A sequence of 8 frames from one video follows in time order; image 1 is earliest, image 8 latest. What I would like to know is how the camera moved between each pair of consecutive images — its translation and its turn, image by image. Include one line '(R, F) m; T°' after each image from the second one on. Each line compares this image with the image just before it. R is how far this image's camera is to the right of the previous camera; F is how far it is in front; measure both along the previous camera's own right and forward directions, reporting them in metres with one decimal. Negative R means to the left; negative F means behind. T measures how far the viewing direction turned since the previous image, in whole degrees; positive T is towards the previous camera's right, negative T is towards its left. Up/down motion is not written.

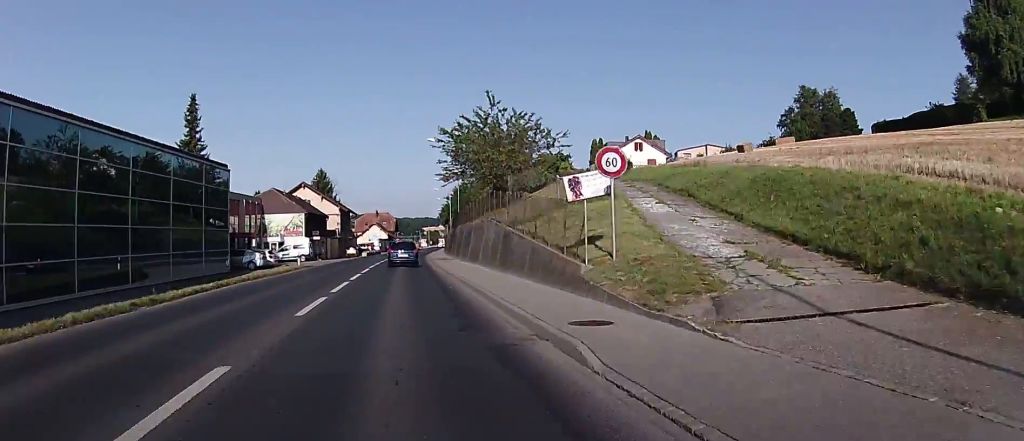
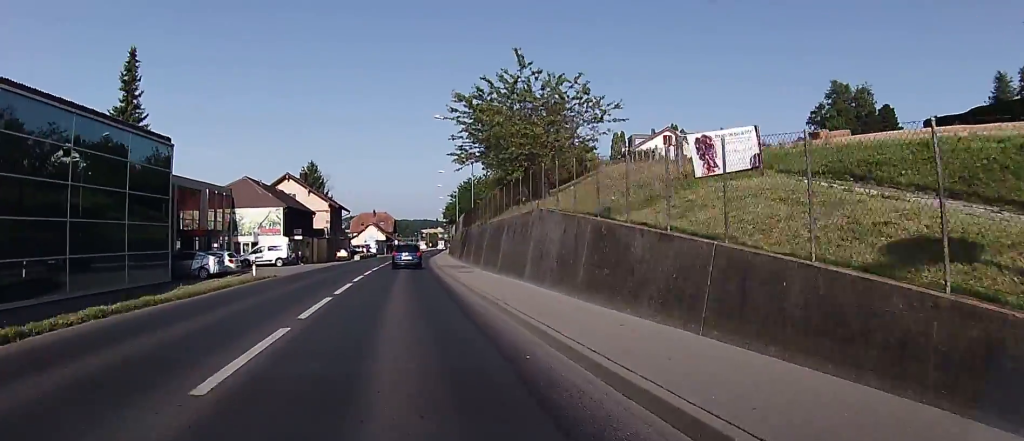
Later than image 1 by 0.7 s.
(+0.1, +11.9) m; +1°
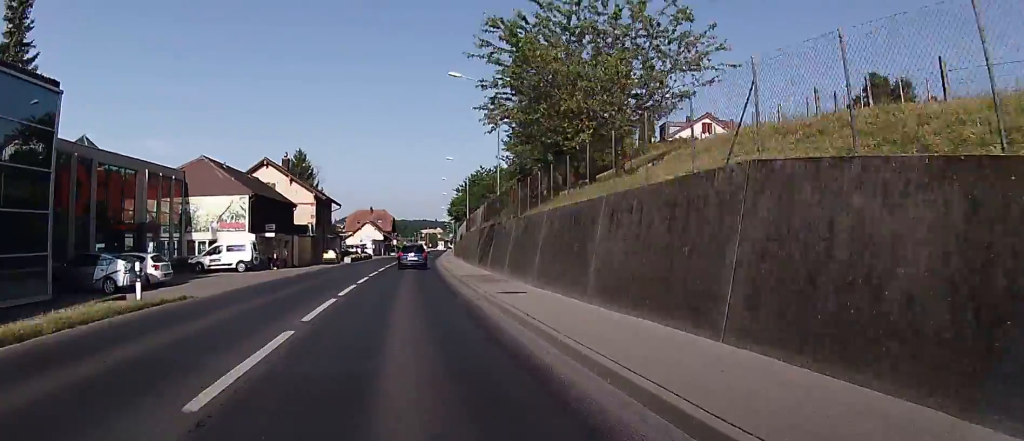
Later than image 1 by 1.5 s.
(+0.2, +12.5) m; +1°
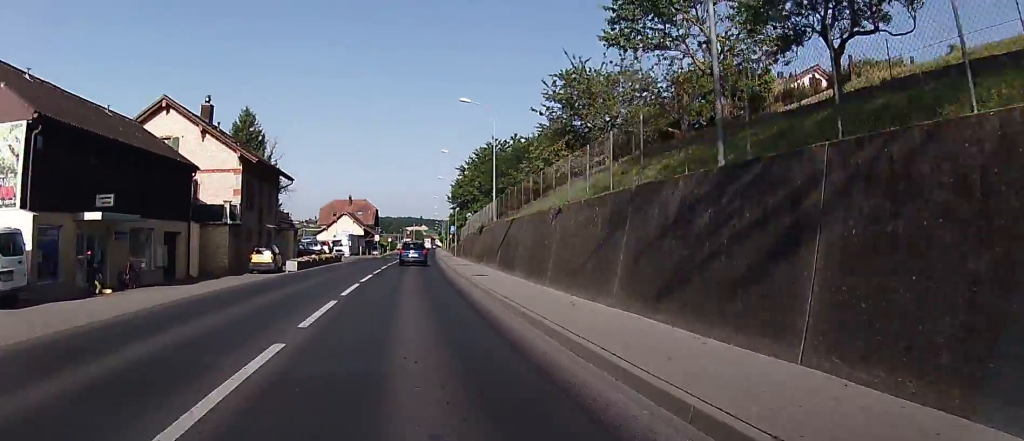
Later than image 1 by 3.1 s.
(0.0, +25.5) m; 0°
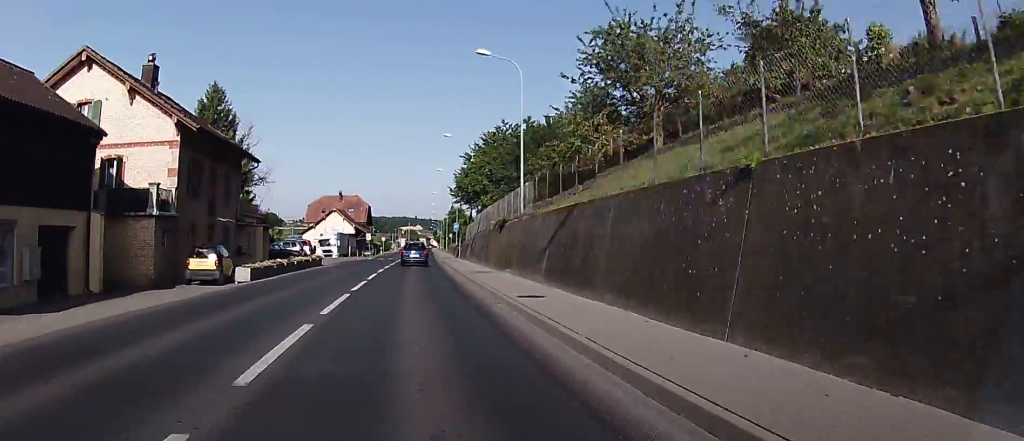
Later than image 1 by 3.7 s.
(0.0, +10.3) m; +1°
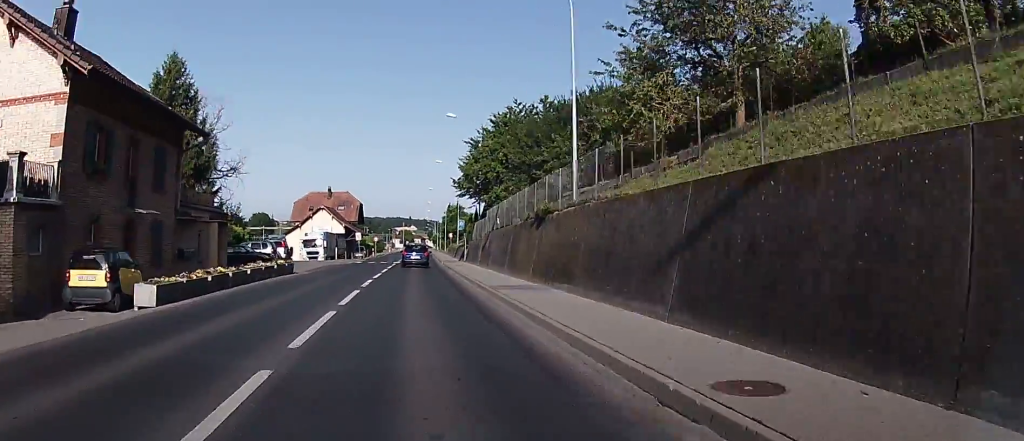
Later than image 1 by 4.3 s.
(-0.1, +9.7) m; +1°
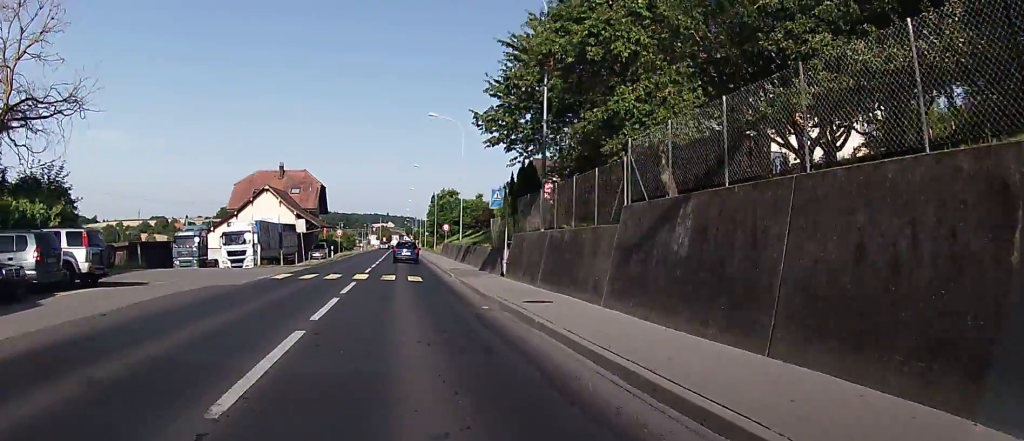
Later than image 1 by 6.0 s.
(+0.8, +27.3) m; +2°
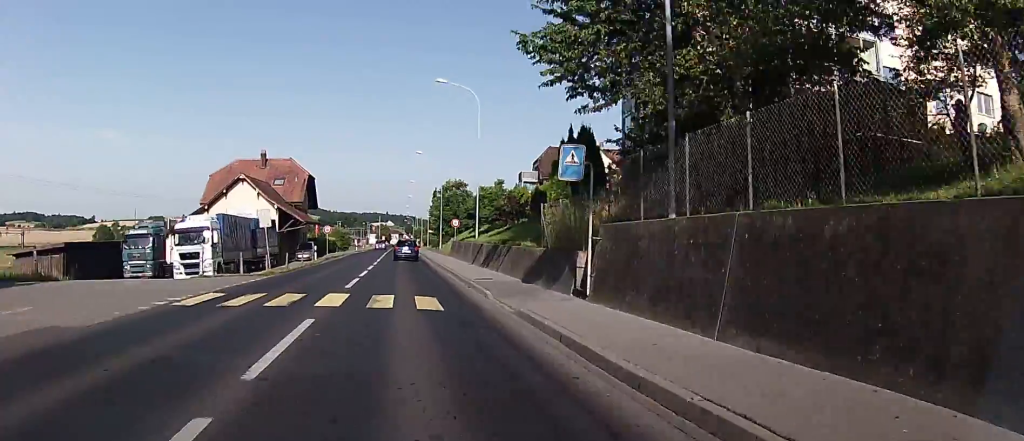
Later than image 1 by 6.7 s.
(0.0, +10.9) m; 0°
